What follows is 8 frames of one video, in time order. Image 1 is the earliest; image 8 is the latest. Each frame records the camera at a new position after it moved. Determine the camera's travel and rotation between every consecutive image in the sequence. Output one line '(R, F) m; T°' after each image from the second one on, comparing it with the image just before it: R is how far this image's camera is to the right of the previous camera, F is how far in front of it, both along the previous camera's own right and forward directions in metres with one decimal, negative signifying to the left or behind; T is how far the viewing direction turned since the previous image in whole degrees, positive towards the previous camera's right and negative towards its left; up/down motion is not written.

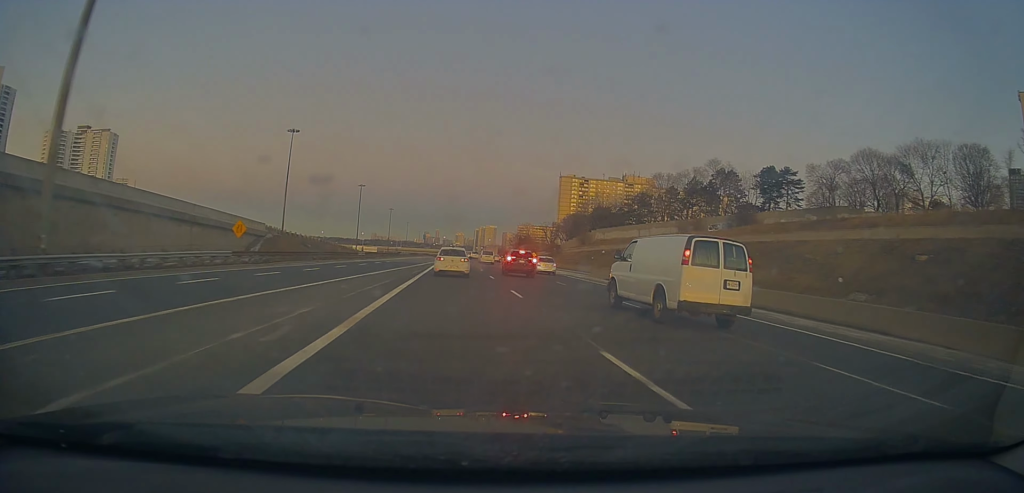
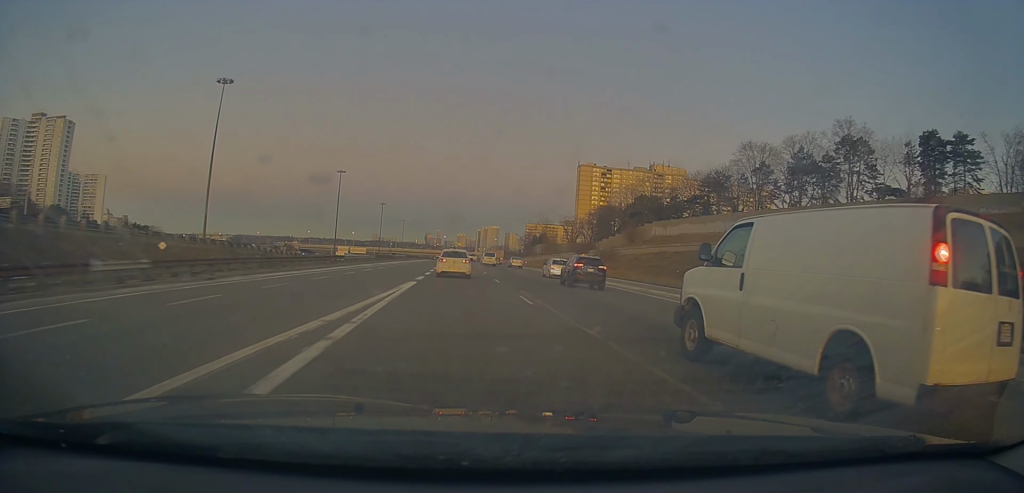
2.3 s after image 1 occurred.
(+1.3, +52.9) m; +2°
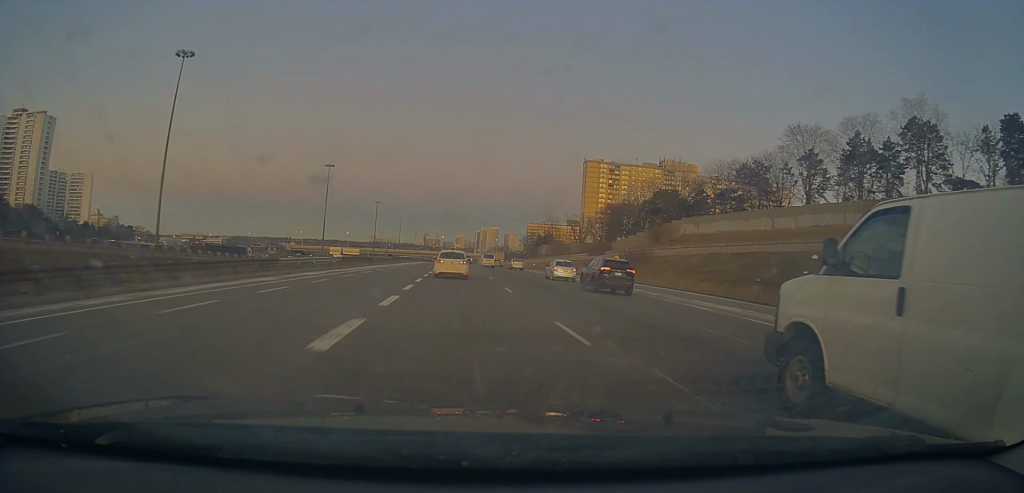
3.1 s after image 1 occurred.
(+0.4, +18.3) m; 0°
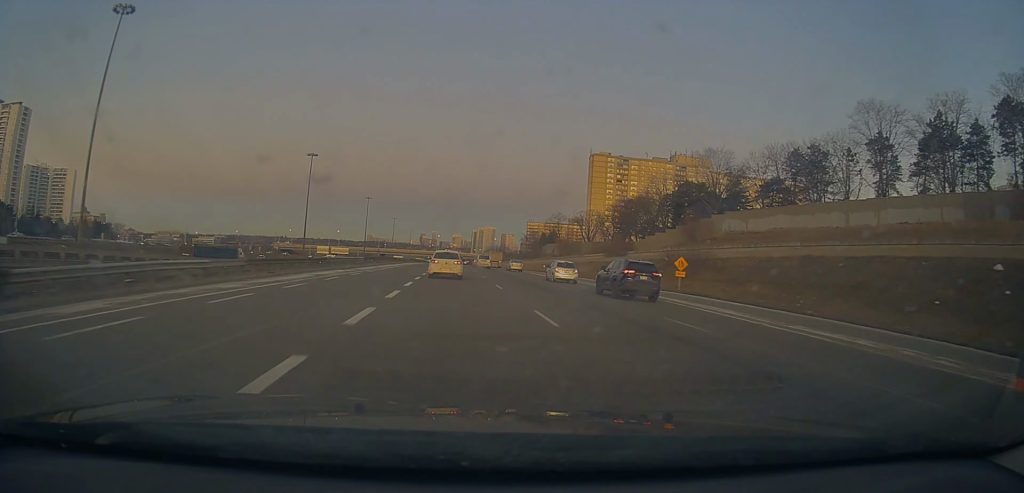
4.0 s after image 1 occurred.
(-0.4, +20.7) m; -1°
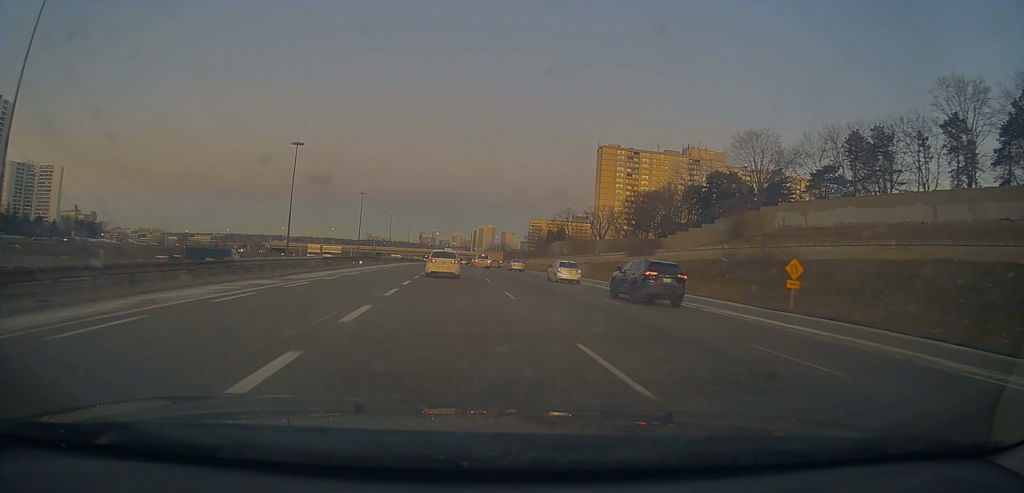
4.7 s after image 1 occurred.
(0.0, +17.2) m; 0°
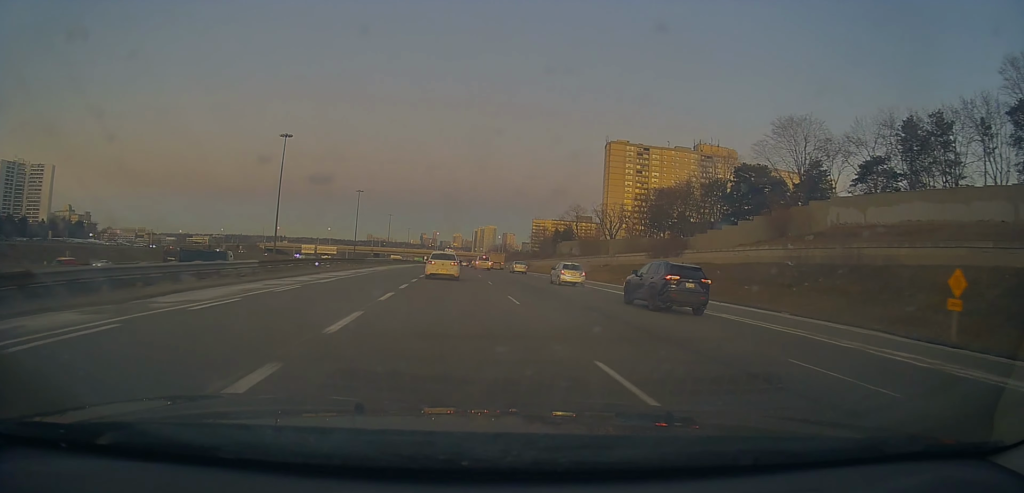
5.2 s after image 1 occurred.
(0.0, +12.7) m; 0°
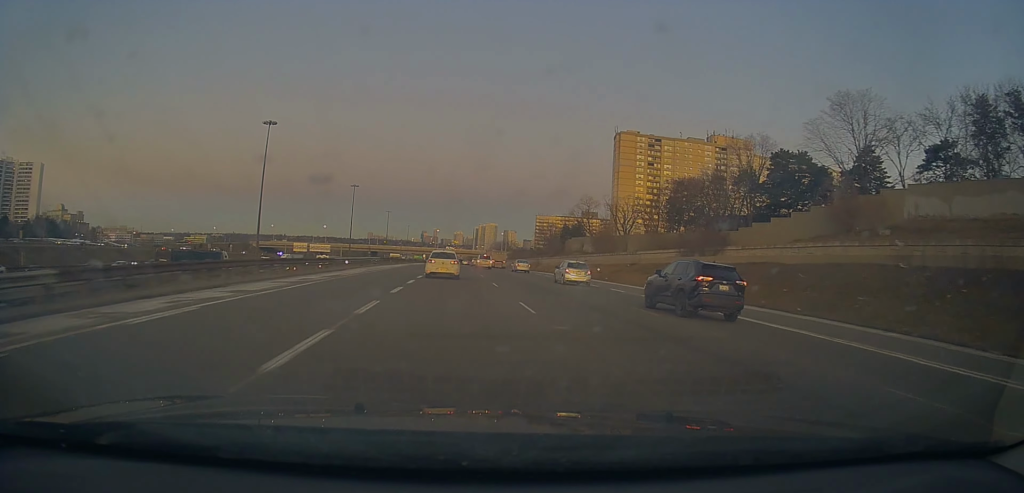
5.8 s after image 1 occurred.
(+0.1, +14.4) m; -1°
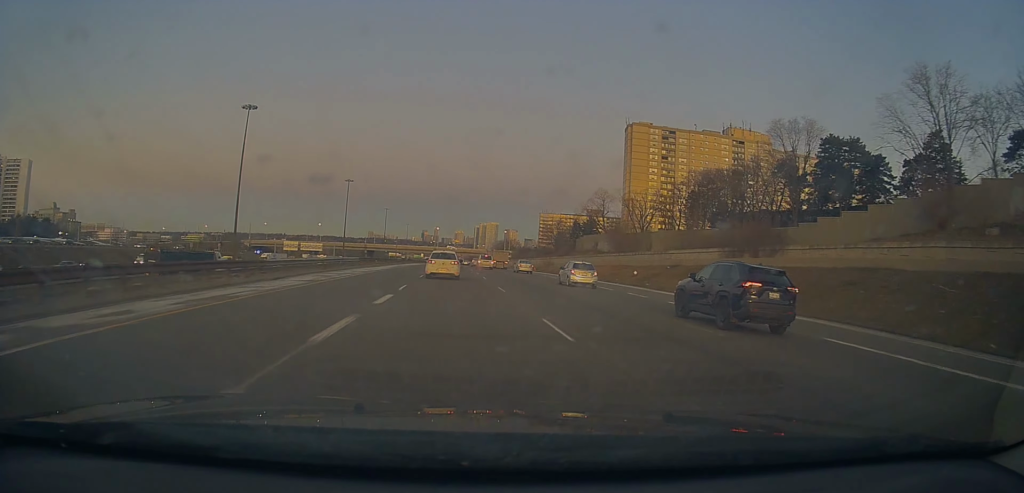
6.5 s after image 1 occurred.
(-0.2, +15.4) m; 0°
